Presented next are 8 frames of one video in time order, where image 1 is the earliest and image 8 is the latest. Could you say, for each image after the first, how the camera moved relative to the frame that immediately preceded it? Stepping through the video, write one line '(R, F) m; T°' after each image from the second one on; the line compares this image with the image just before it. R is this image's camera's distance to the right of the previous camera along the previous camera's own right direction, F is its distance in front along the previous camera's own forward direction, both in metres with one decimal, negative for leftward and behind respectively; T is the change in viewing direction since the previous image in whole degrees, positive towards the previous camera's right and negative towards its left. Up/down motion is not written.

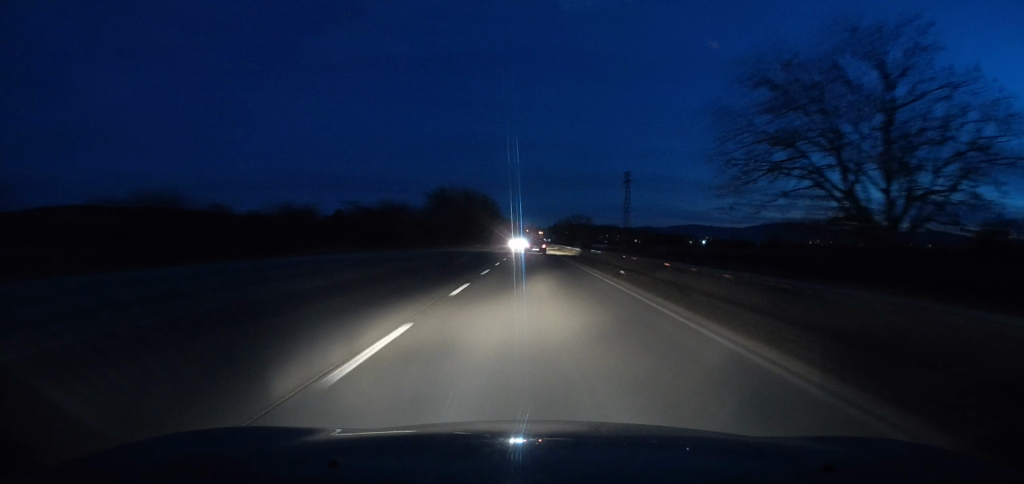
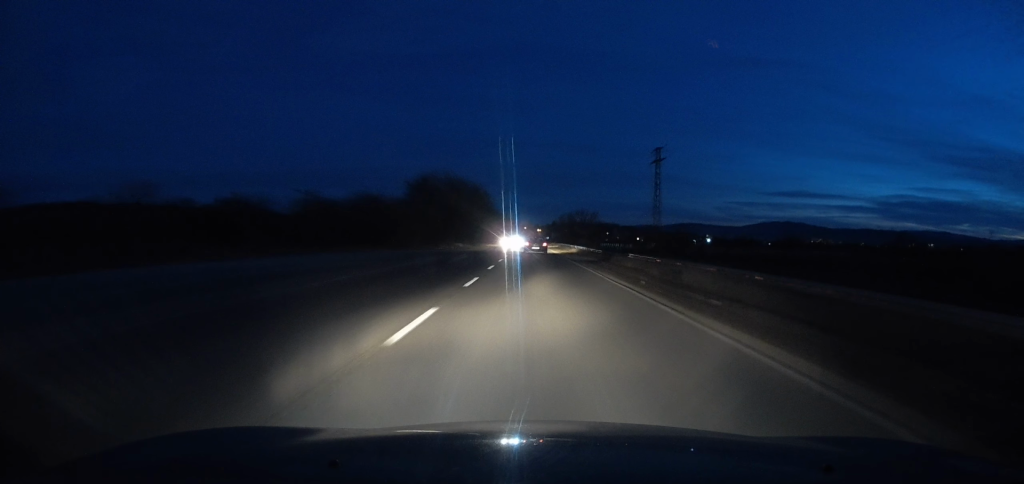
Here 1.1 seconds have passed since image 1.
(+0.1, +21.0) m; 0°
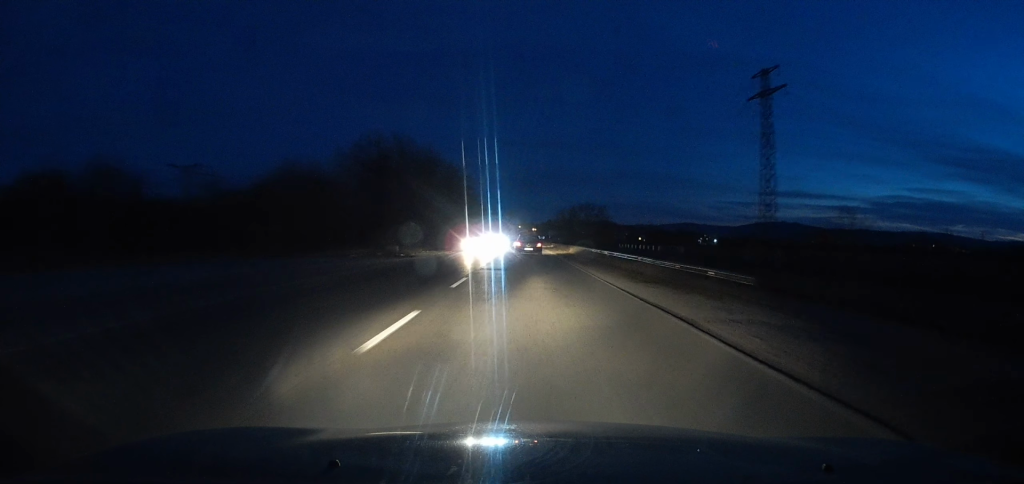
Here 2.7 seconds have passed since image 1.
(-0.1, +31.9) m; 0°
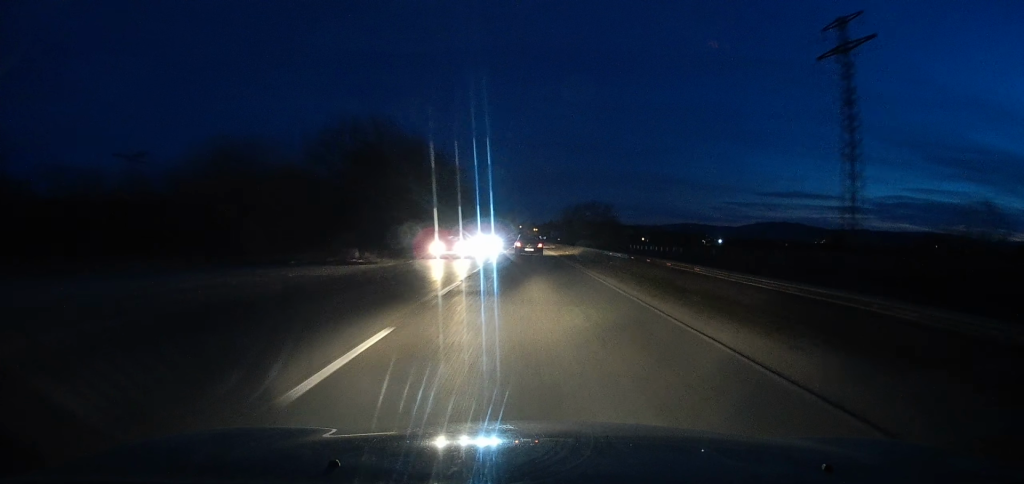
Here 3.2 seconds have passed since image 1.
(+0.1, +9.7) m; 0°
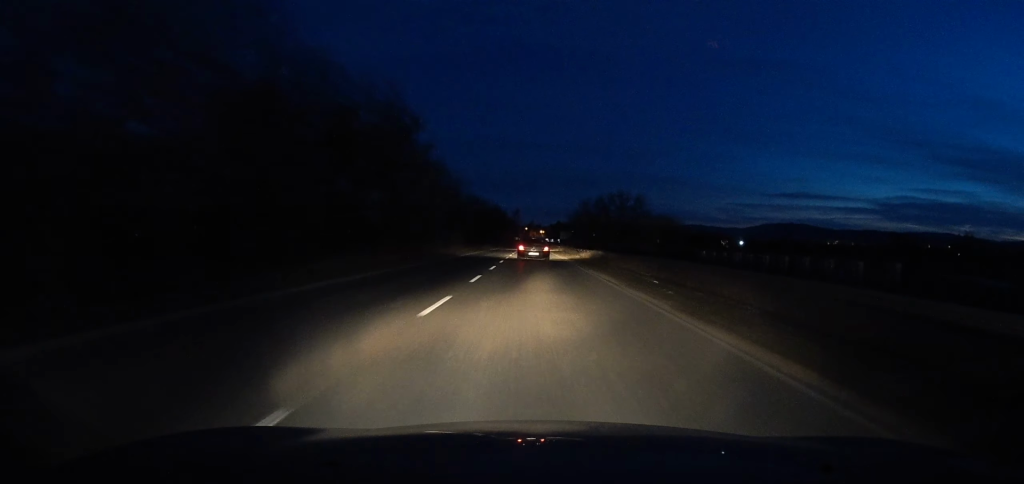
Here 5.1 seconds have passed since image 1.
(-0.1, +35.2) m; 0°
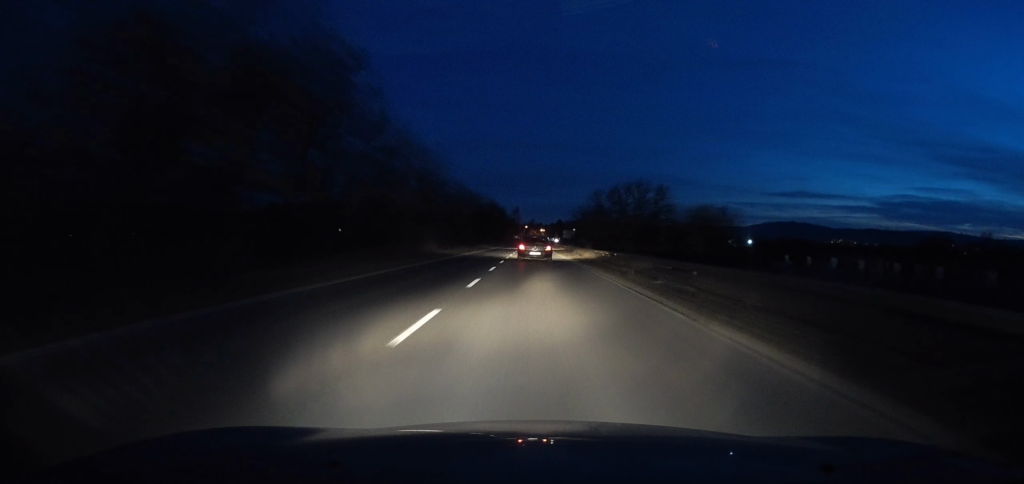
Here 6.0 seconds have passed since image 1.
(0.0, +17.5) m; 0°
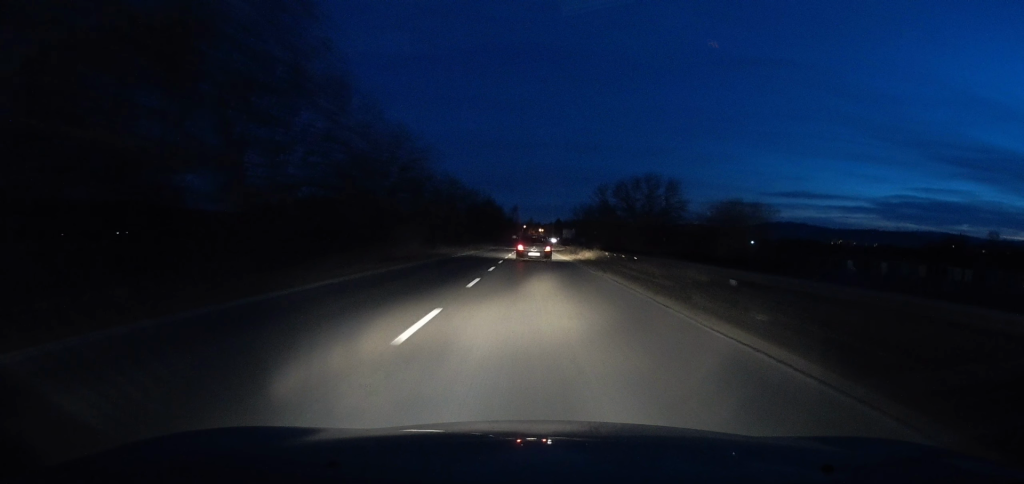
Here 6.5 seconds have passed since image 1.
(0.0, +7.7) m; 0°
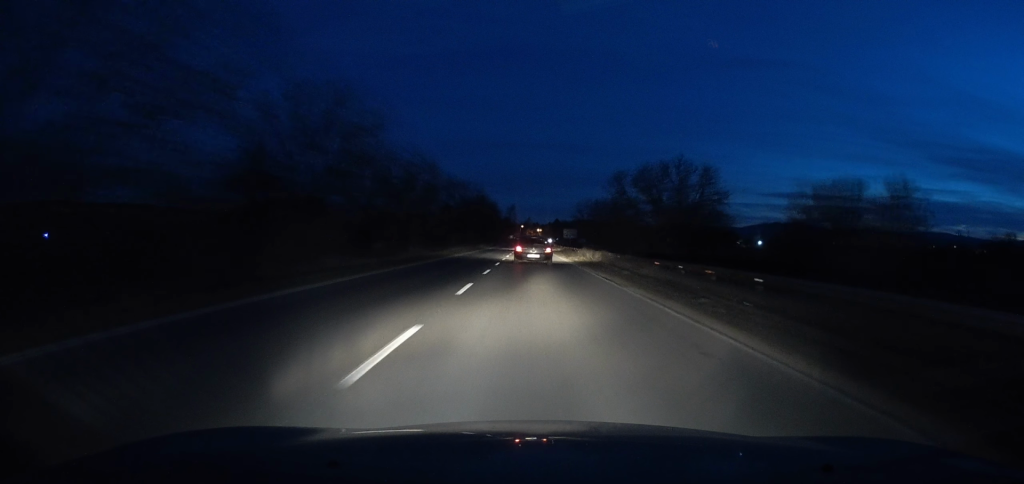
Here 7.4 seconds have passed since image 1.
(-0.1, +17.2) m; 0°
